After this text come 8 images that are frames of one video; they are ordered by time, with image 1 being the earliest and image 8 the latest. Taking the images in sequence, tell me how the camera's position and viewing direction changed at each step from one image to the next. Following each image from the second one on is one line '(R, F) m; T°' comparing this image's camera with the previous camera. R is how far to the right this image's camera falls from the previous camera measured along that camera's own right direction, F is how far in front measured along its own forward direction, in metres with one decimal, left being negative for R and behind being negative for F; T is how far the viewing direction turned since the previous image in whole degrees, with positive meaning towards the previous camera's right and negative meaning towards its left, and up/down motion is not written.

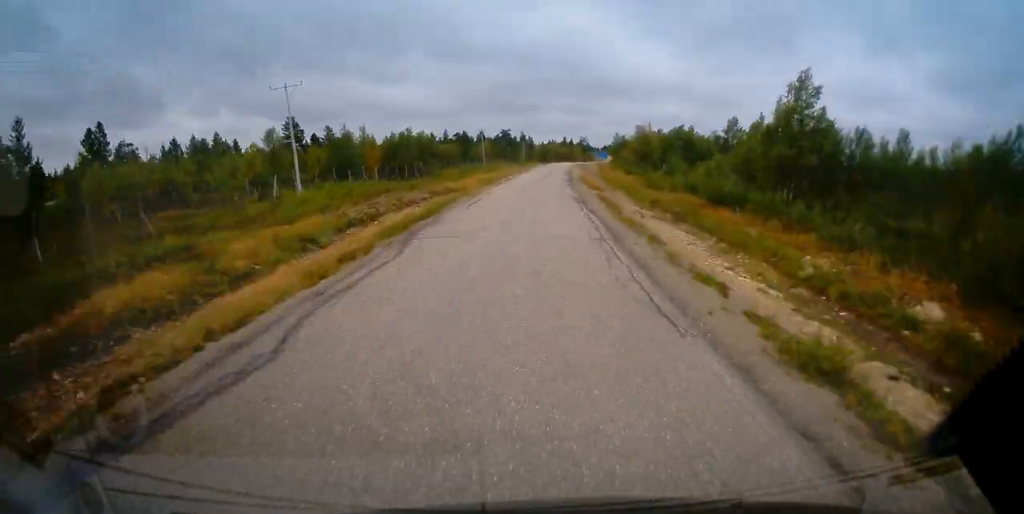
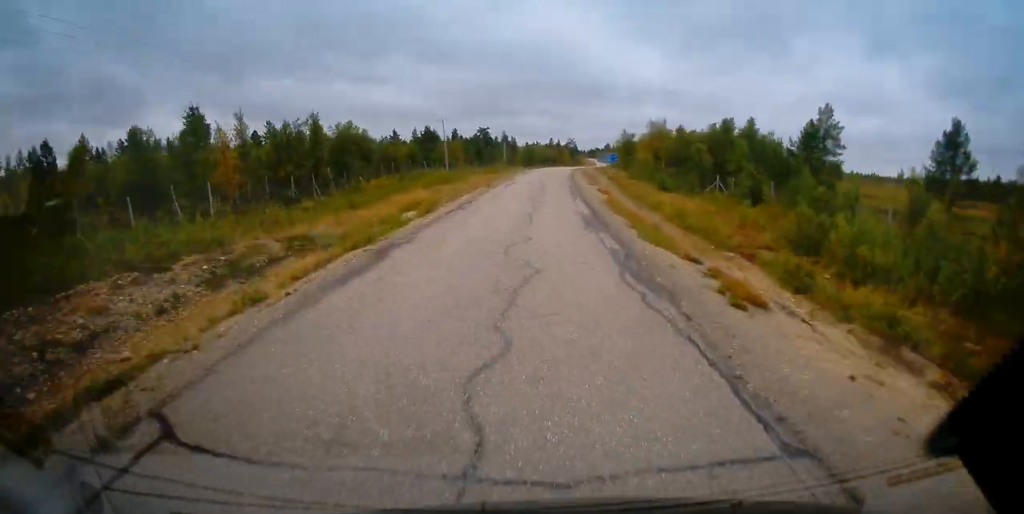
(0.0, +32.6) m; +1°
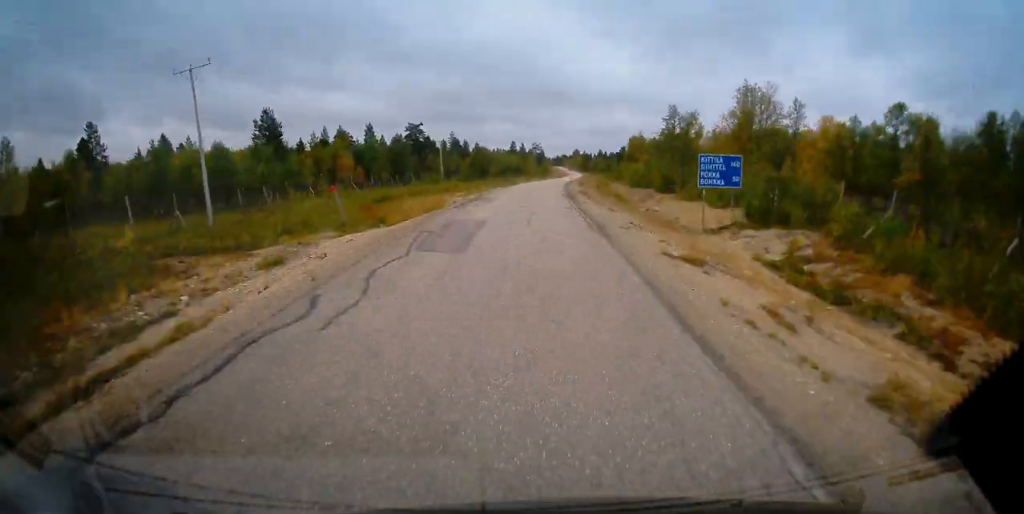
(+1.6, +61.2) m; +3°
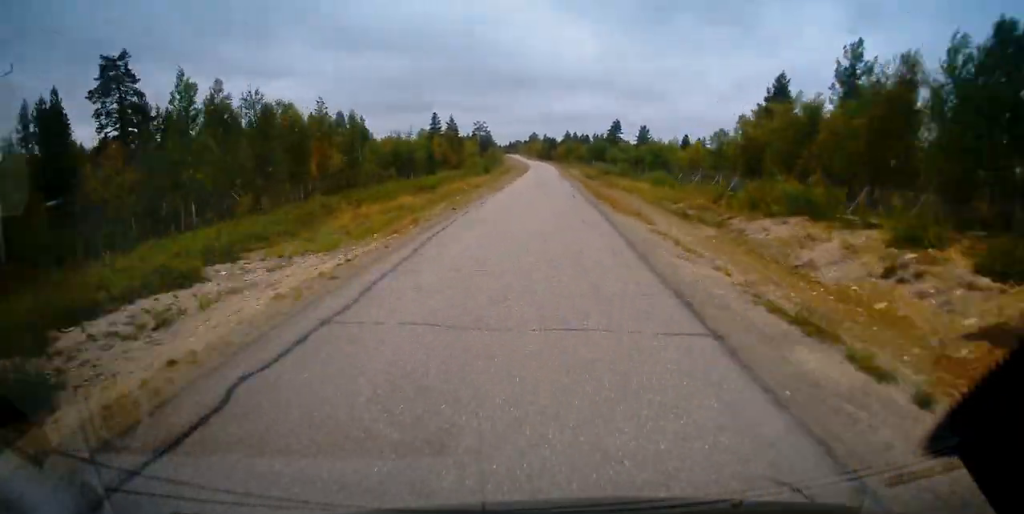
(+3.5, +93.9) m; +3°
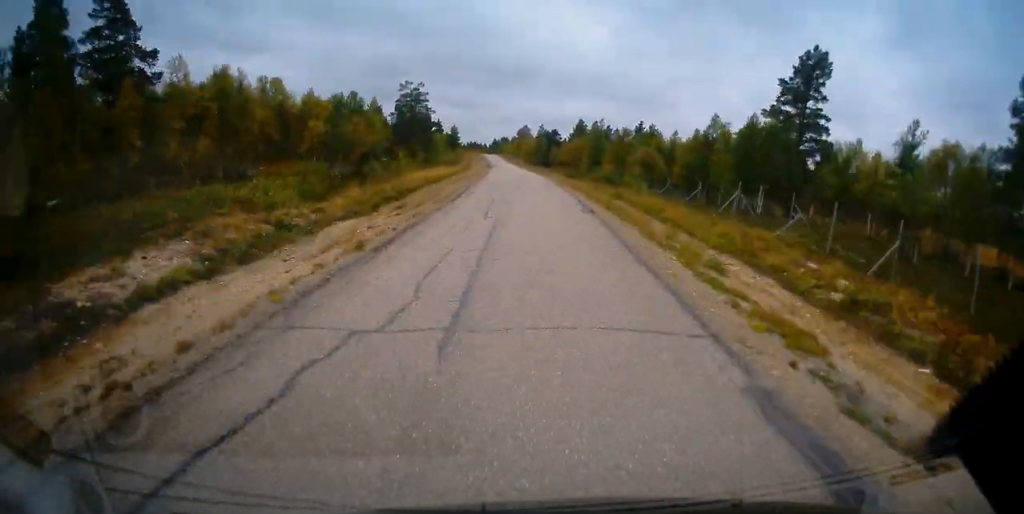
(+0.6, +117.6) m; -1°
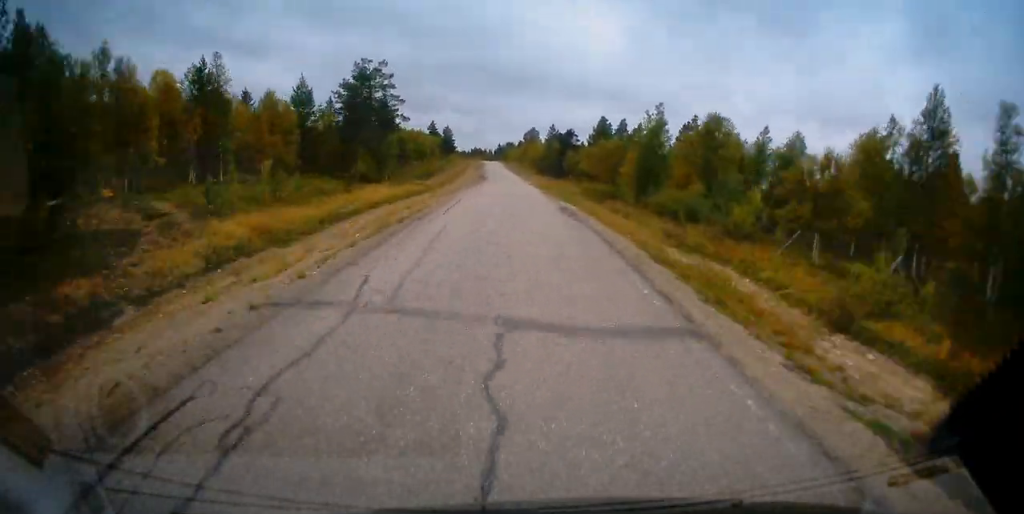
(-0.5, +35.1) m; -1°
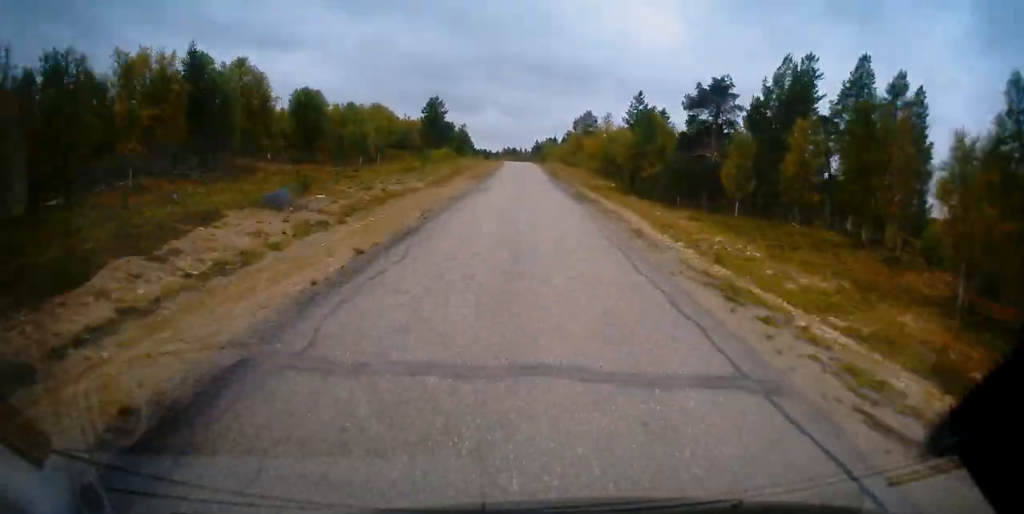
(-1.8, +79.4) m; -2°
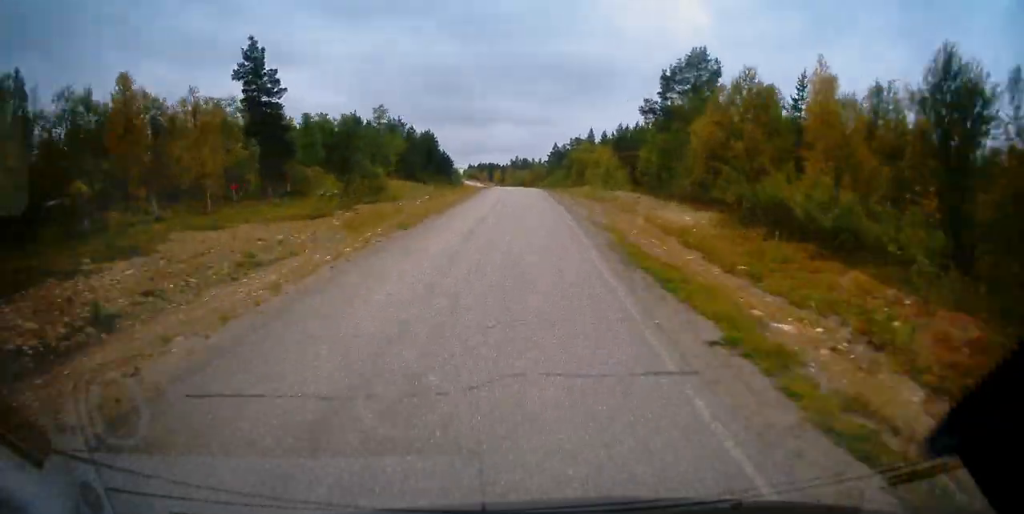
(-1.3, +95.3) m; -3°
